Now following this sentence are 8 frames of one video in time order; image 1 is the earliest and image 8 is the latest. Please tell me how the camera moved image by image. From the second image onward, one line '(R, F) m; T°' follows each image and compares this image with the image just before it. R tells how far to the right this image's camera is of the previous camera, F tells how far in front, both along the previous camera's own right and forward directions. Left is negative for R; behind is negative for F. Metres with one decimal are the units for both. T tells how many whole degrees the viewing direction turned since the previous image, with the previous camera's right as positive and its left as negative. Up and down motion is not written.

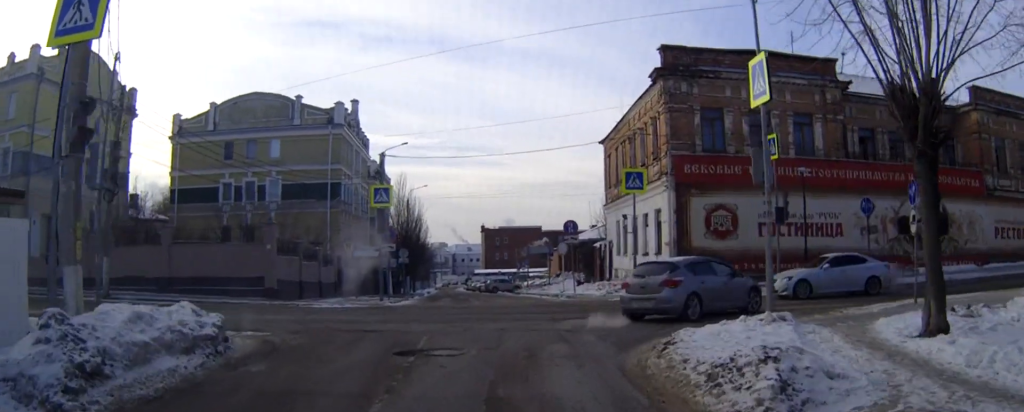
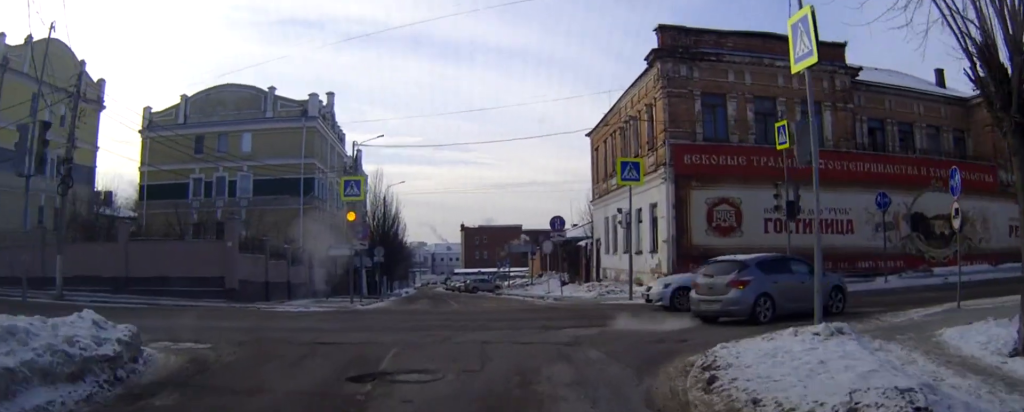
(0.0, +2.9) m; +1°
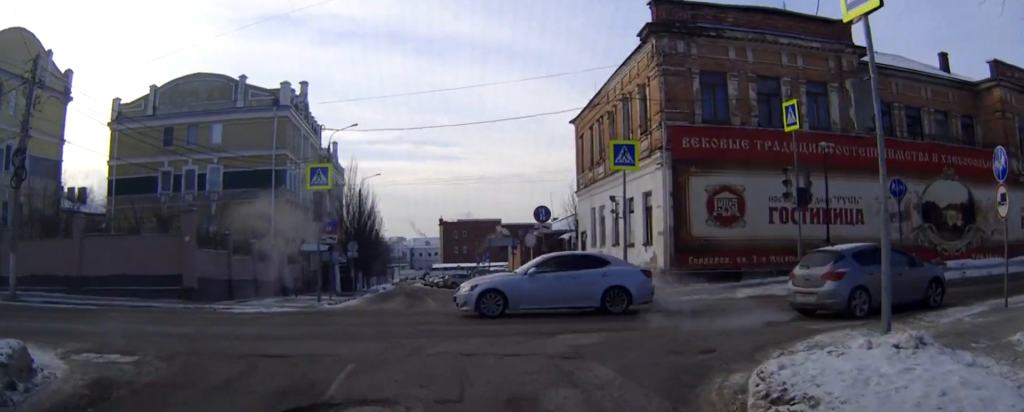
(0.0, +2.7) m; +1°
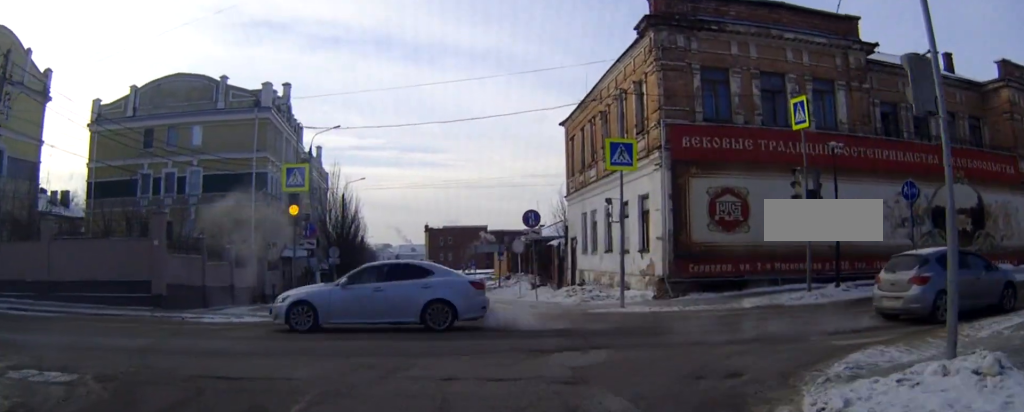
(0.0, +1.7) m; +1°
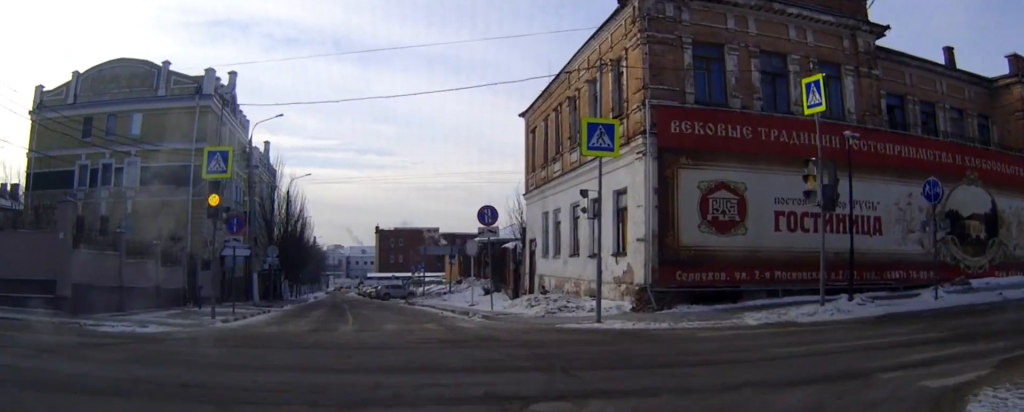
(+0.1, +4.1) m; +5°
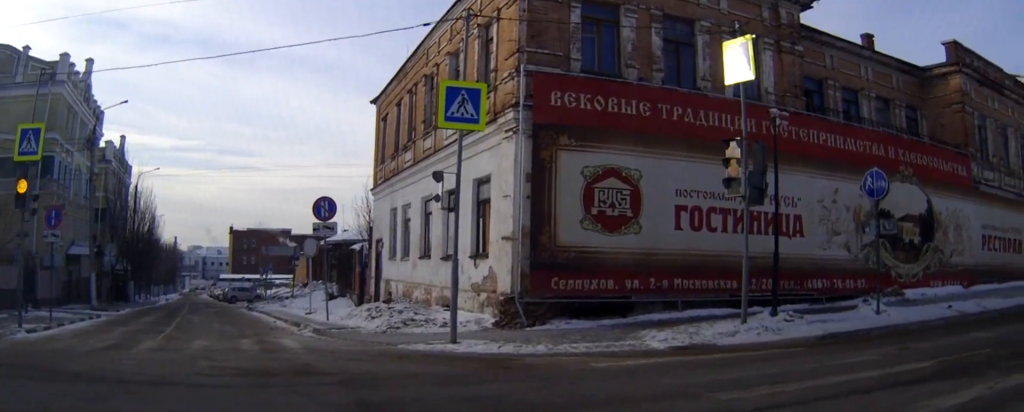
(+0.8, +4.5) m; +34°
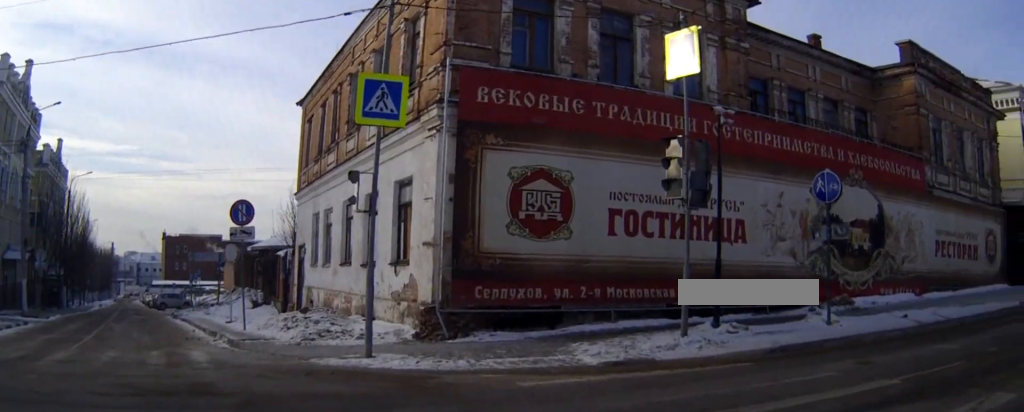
(-0.1, +0.9) m; +14°
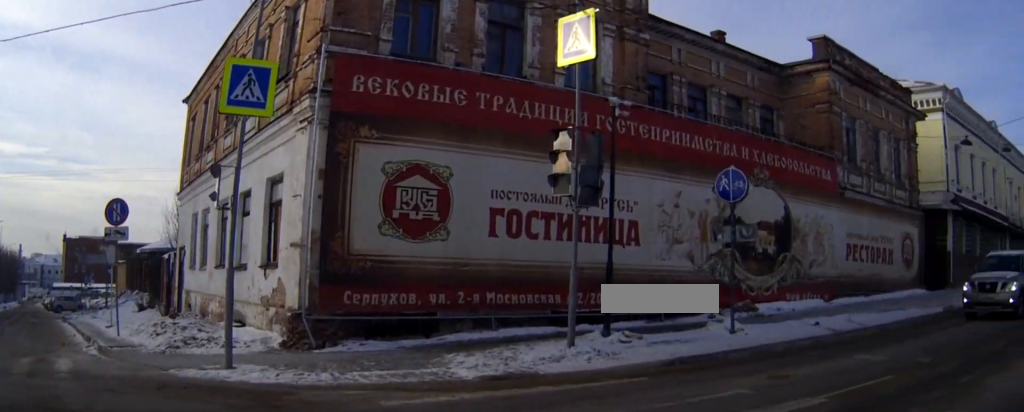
(+0.3, +1.0) m; +6°
